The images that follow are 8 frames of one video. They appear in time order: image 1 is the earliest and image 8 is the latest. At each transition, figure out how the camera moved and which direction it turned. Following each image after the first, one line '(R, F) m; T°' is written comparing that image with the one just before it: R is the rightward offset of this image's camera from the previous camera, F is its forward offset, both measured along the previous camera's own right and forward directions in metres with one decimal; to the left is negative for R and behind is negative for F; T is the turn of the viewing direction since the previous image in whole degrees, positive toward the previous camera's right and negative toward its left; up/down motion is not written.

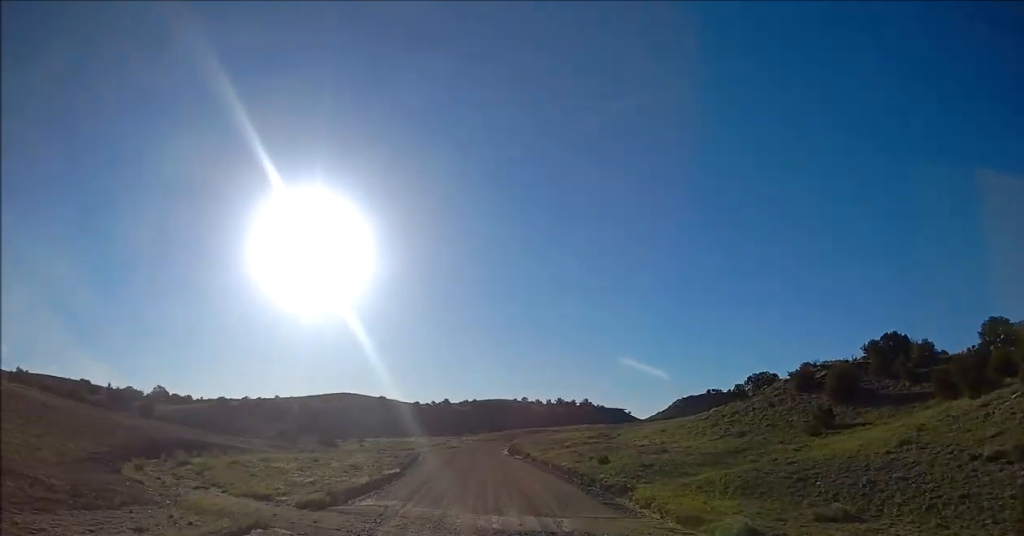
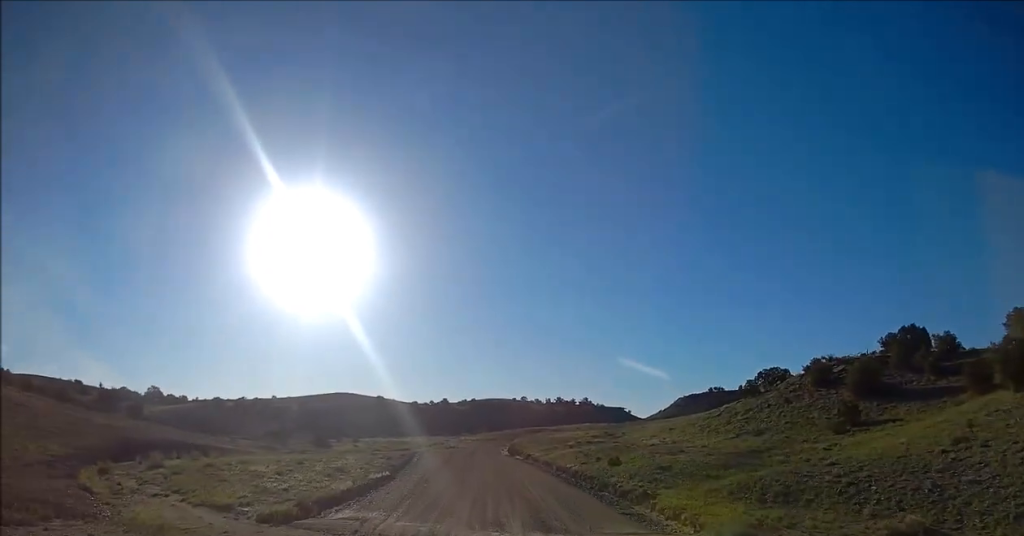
(+0.2, +3.1) m; +1°
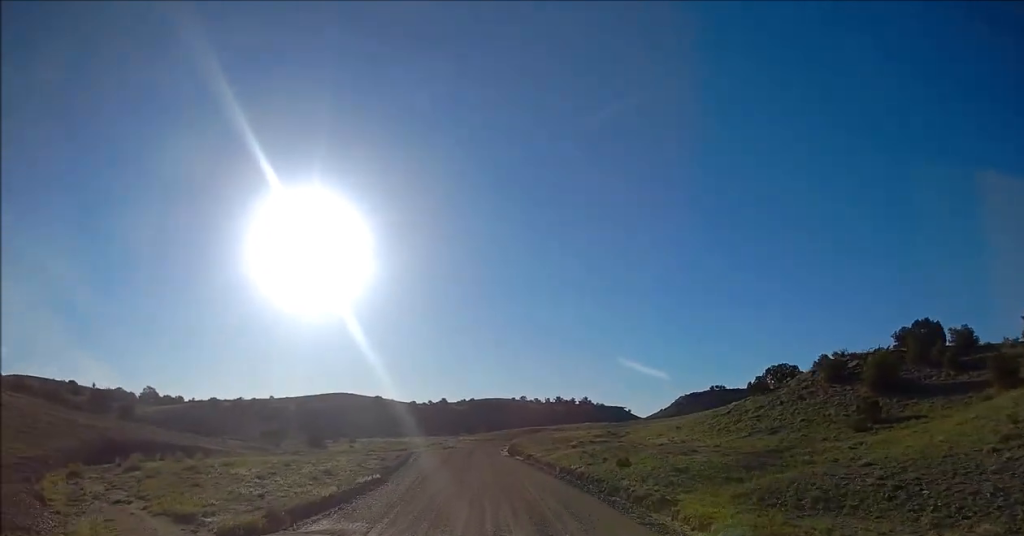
(0.0, +2.3) m; 0°
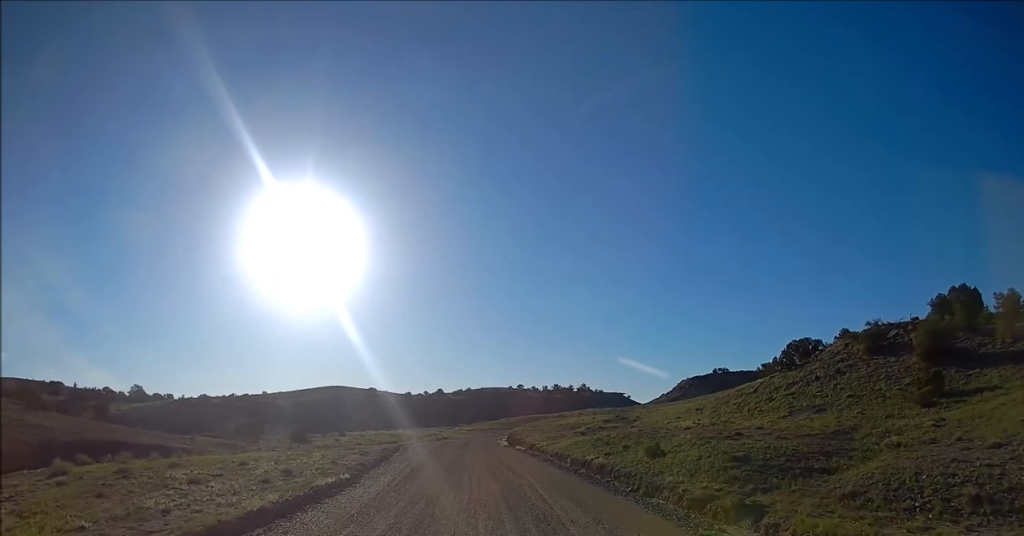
(-0.3, +6.3) m; -2°
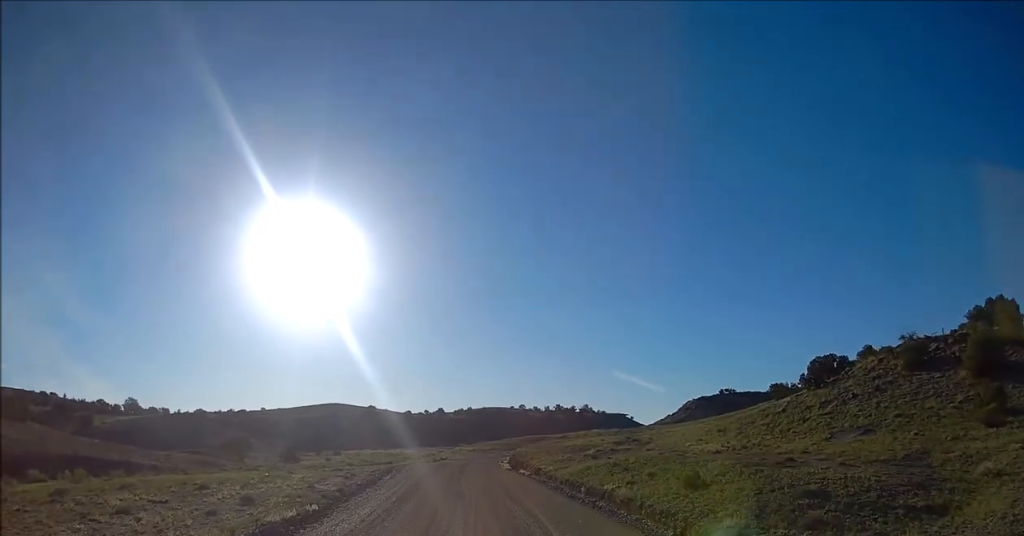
(0.0, +5.3) m; +1°
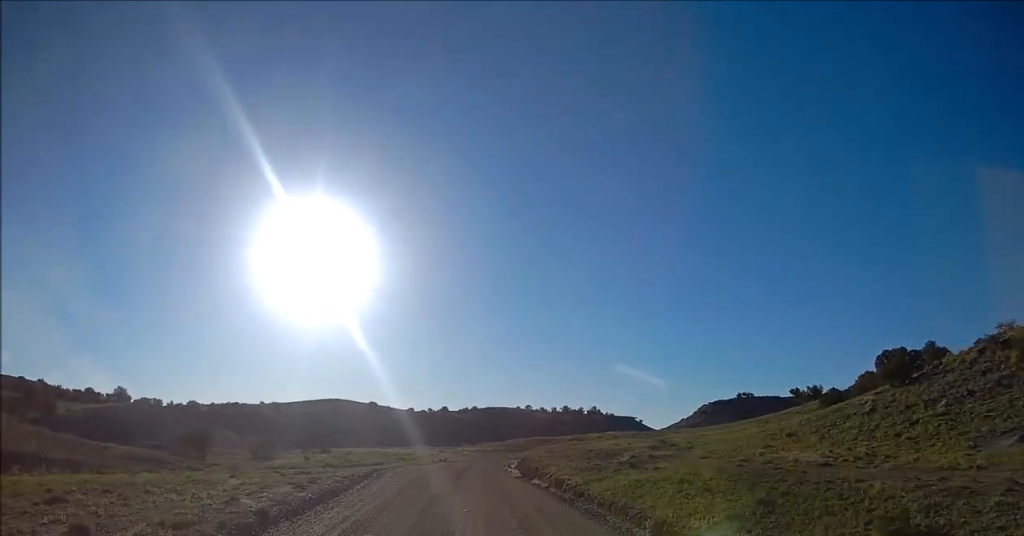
(+0.1, +11.2) m; -2°
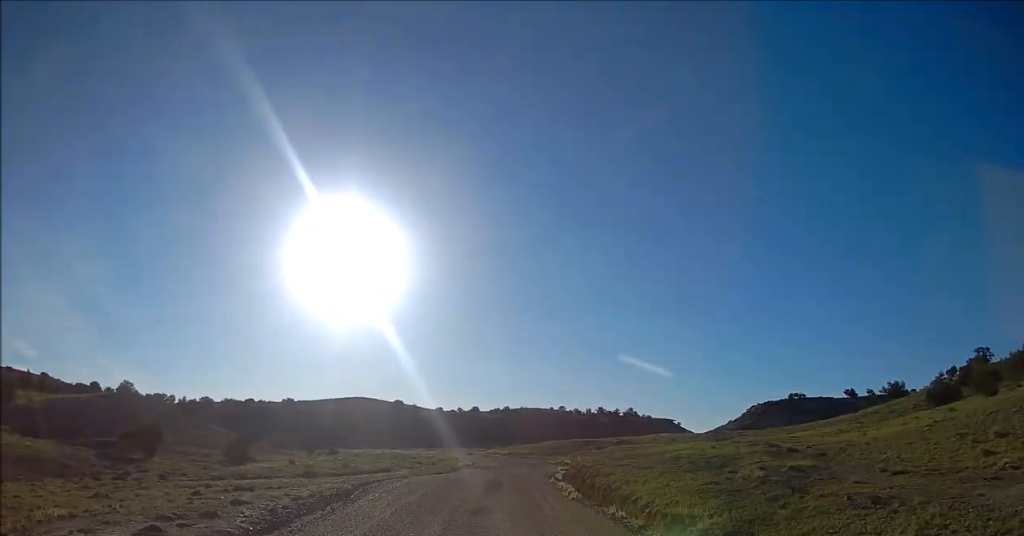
(-0.5, +14.8) m; -3°
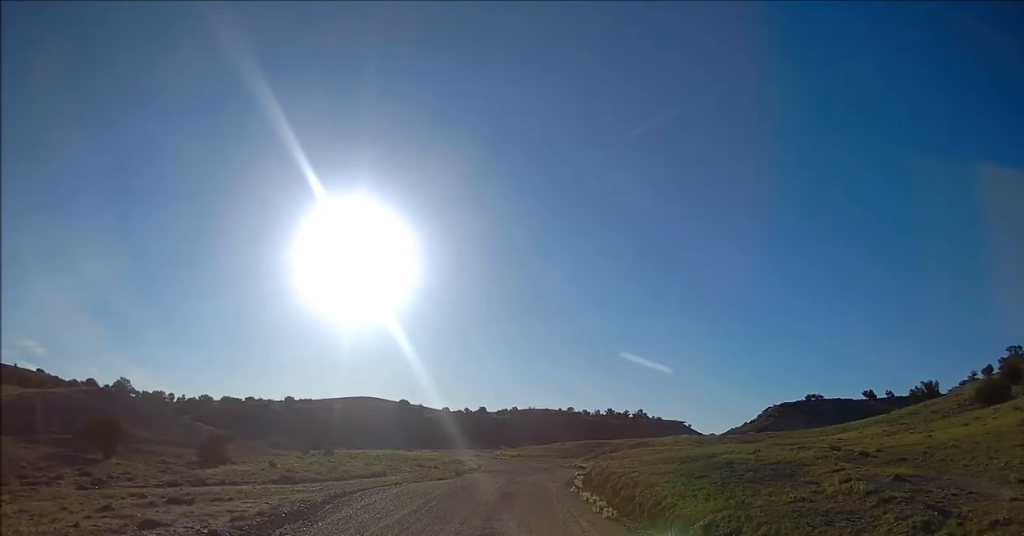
(0.0, +5.1) m; 0°
